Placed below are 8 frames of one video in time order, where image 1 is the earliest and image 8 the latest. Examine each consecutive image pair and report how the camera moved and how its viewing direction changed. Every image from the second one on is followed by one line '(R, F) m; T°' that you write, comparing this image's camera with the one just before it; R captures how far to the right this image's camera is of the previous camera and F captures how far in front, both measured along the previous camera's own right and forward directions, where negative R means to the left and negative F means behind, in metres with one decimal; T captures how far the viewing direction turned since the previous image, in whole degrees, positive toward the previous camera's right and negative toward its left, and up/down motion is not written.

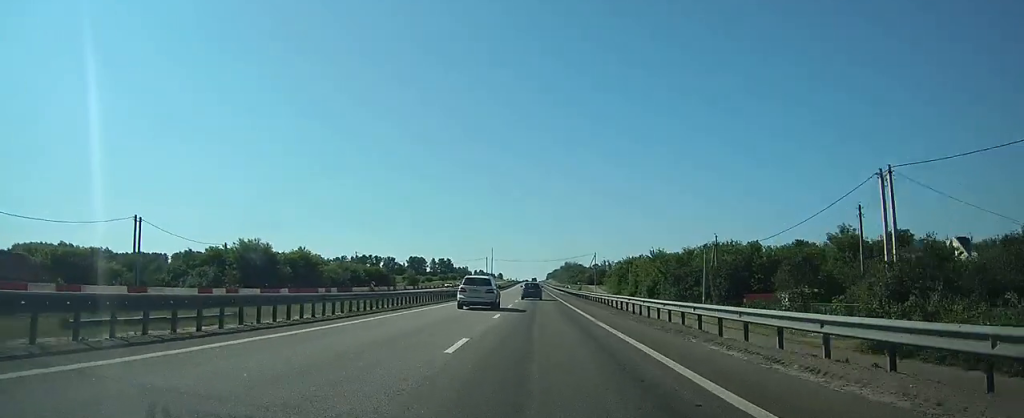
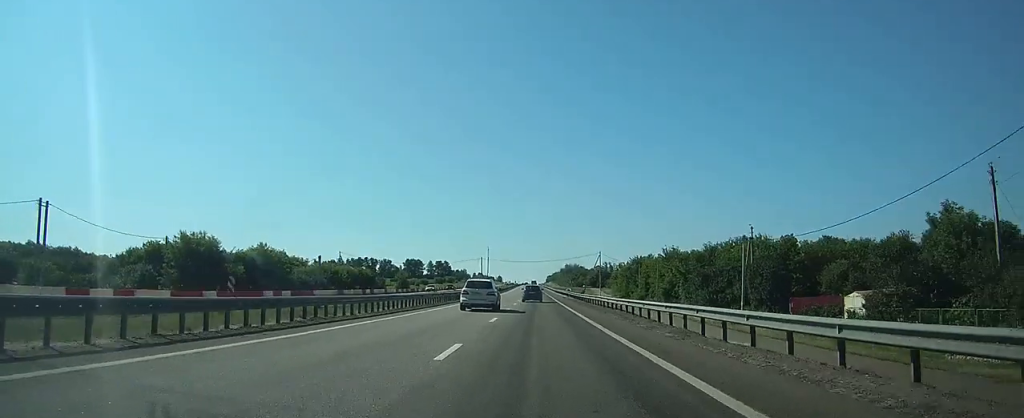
(0.0, +12.6) m; 0°
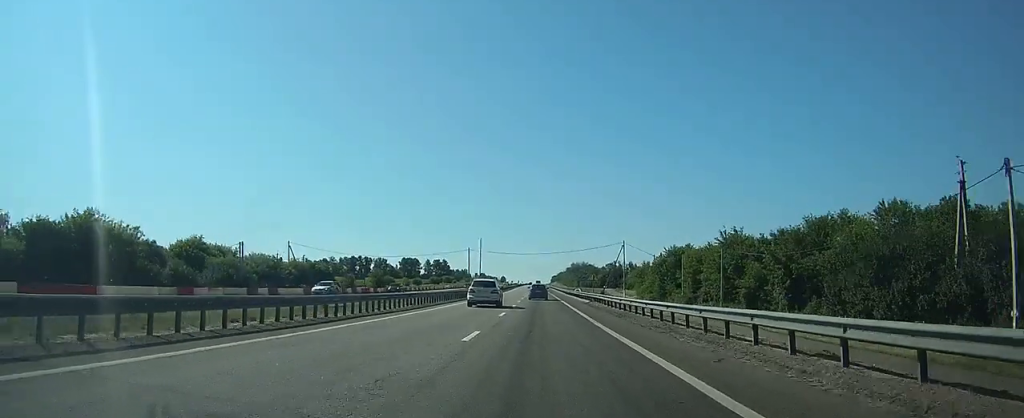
(0.0, +32.2) m; 0°
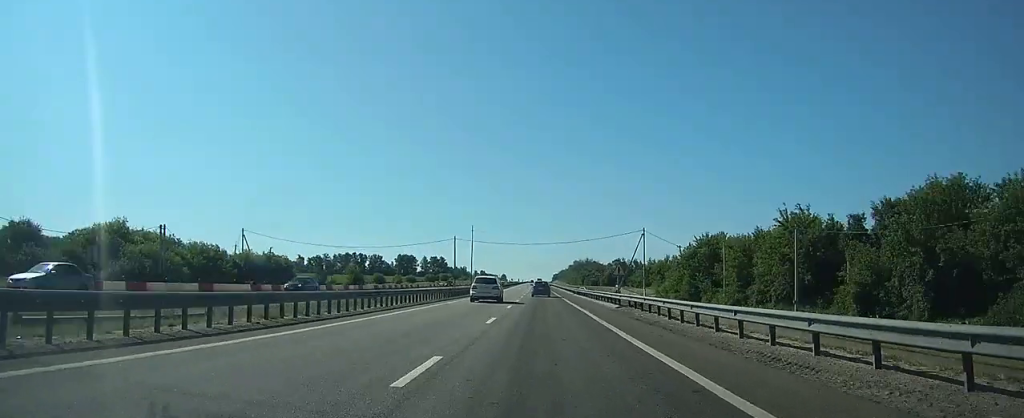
(0.0, +18.7) m; 0°
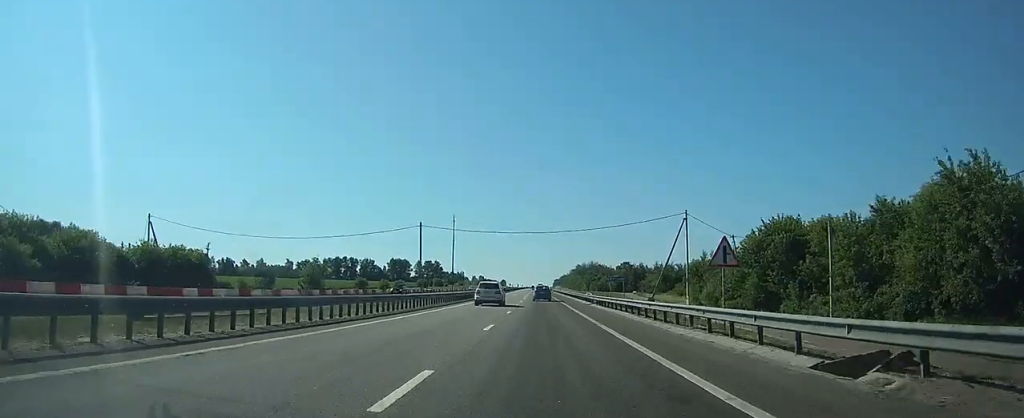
(-0.1, +24.9) m; 0°
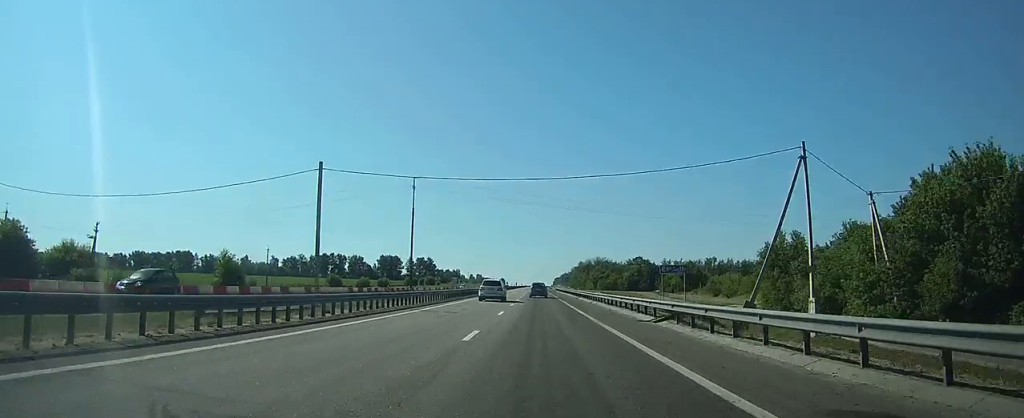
(0.0, +28.4) m; 0°
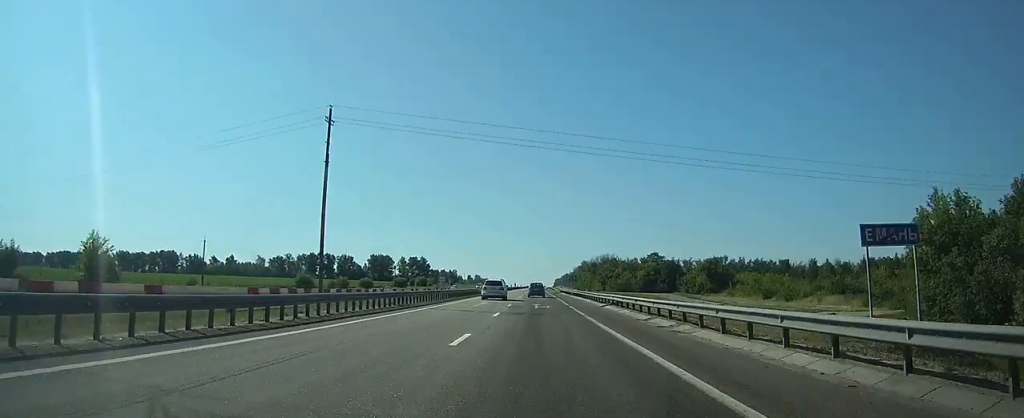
(0.0, +25.1) m; 0°
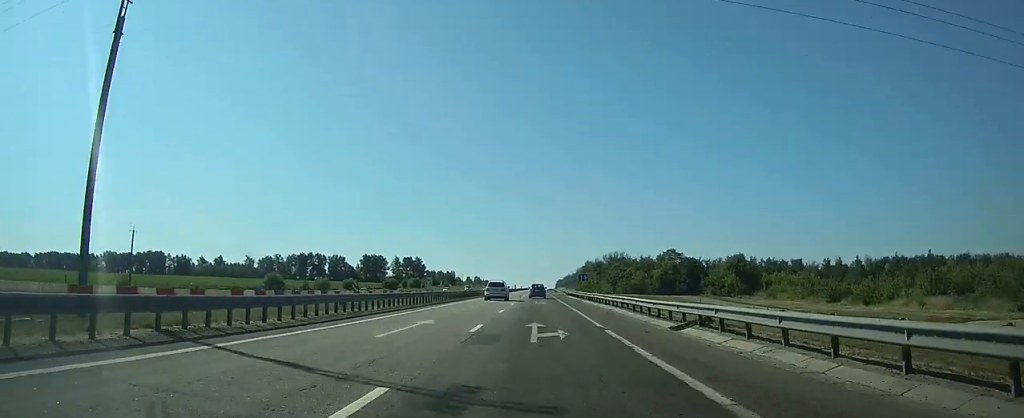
(0.0, +19.9) m; 0°
